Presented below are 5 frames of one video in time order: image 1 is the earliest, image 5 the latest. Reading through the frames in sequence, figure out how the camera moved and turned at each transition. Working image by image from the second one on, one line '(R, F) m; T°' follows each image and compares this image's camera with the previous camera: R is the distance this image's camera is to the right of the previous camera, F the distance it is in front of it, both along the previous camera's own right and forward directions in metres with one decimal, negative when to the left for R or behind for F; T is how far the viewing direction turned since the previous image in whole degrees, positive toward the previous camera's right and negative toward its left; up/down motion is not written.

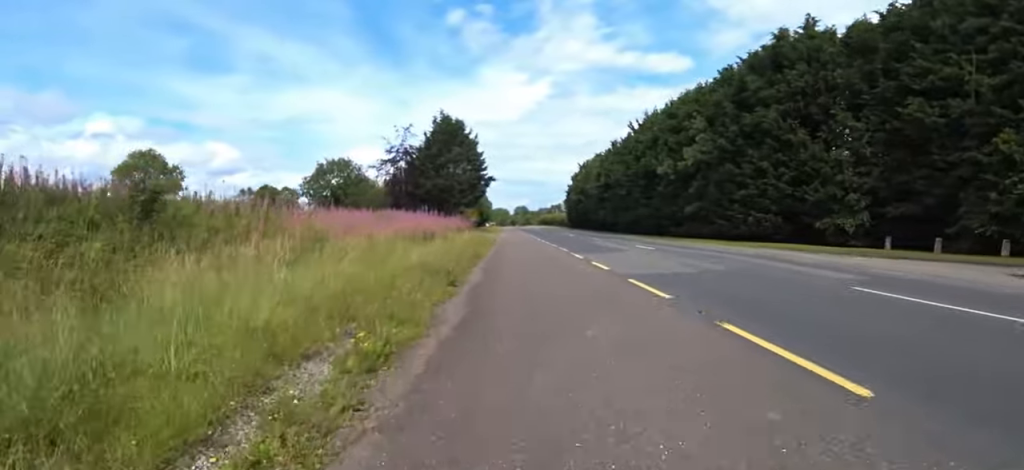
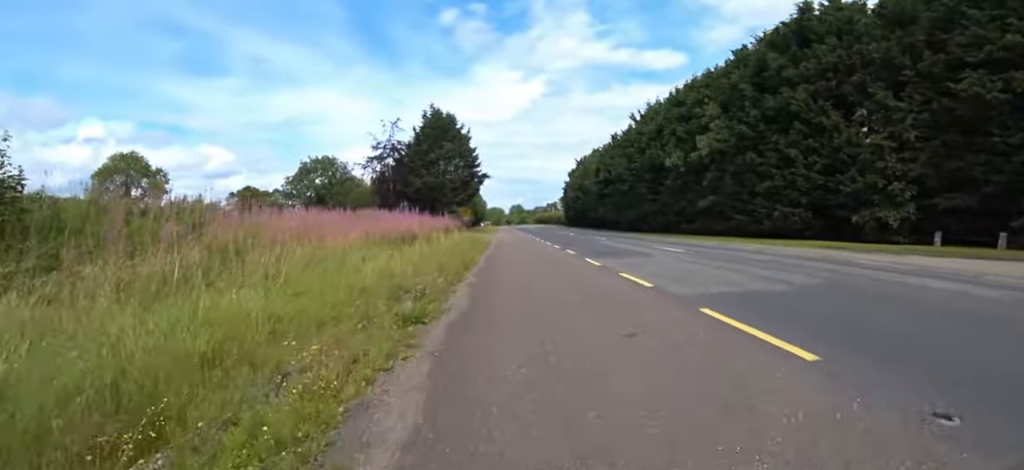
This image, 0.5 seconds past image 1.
(+0.1, +3.3) m; -1°
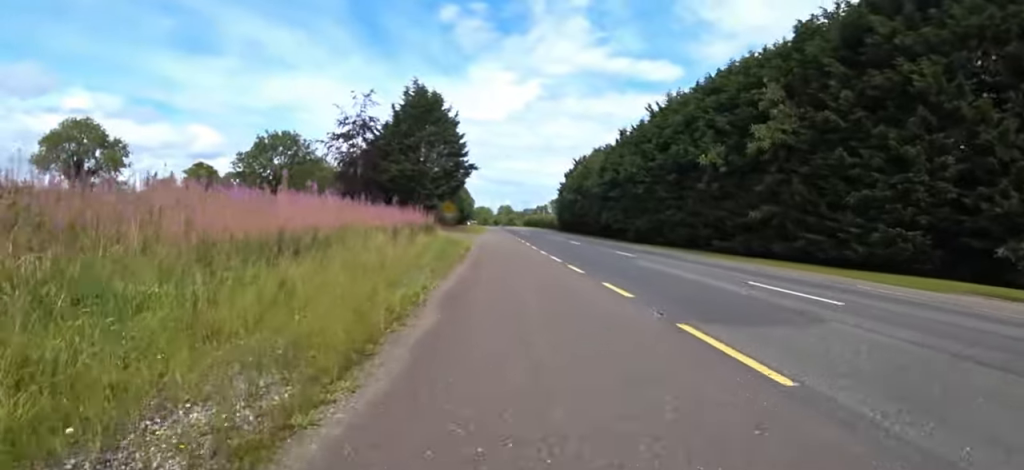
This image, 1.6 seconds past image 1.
(-0.3, +7.9) m; -1°
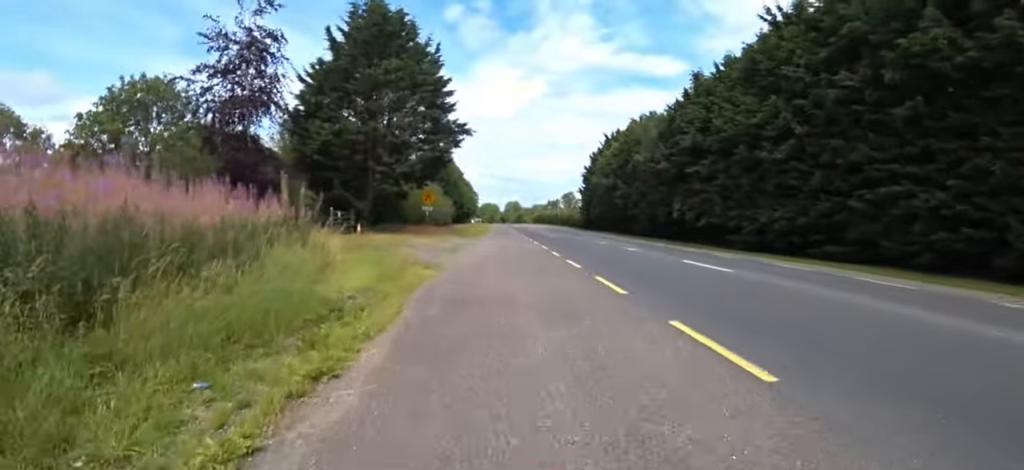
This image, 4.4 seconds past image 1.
(+1.4, +18.7) m; 0°
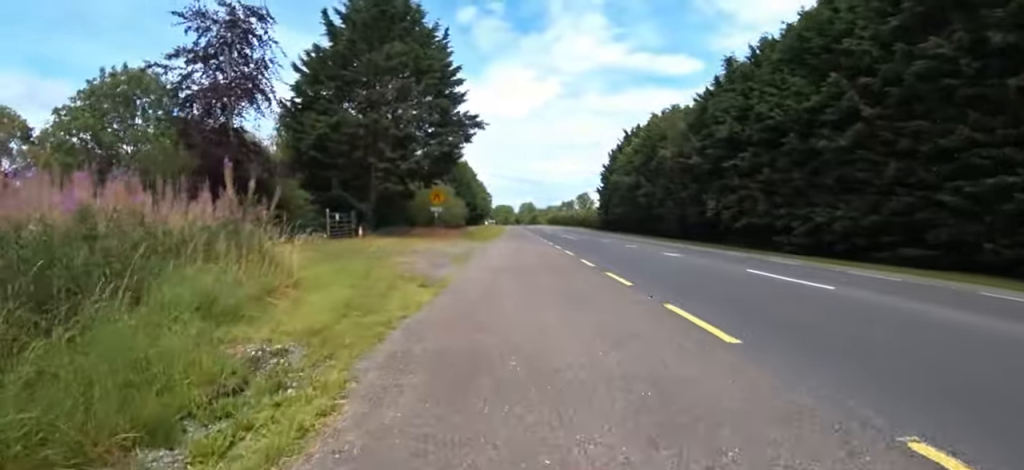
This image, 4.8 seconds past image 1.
(0.0, +3.0) m; -1°
